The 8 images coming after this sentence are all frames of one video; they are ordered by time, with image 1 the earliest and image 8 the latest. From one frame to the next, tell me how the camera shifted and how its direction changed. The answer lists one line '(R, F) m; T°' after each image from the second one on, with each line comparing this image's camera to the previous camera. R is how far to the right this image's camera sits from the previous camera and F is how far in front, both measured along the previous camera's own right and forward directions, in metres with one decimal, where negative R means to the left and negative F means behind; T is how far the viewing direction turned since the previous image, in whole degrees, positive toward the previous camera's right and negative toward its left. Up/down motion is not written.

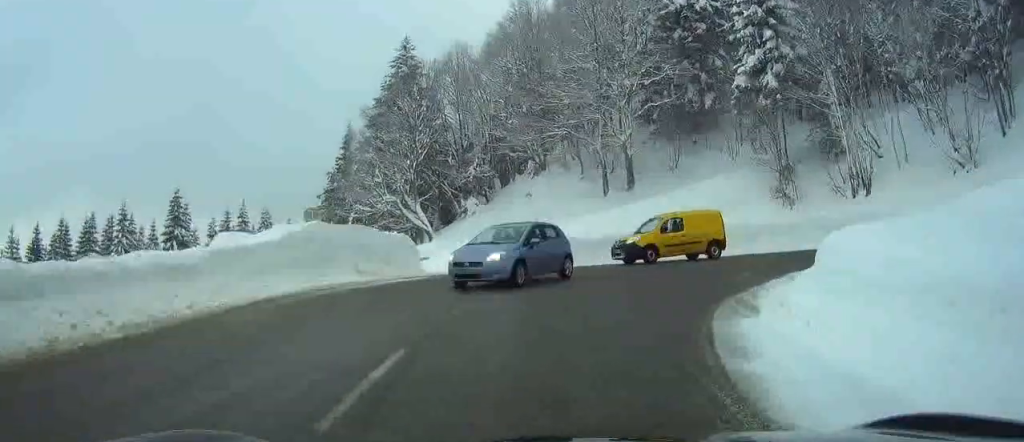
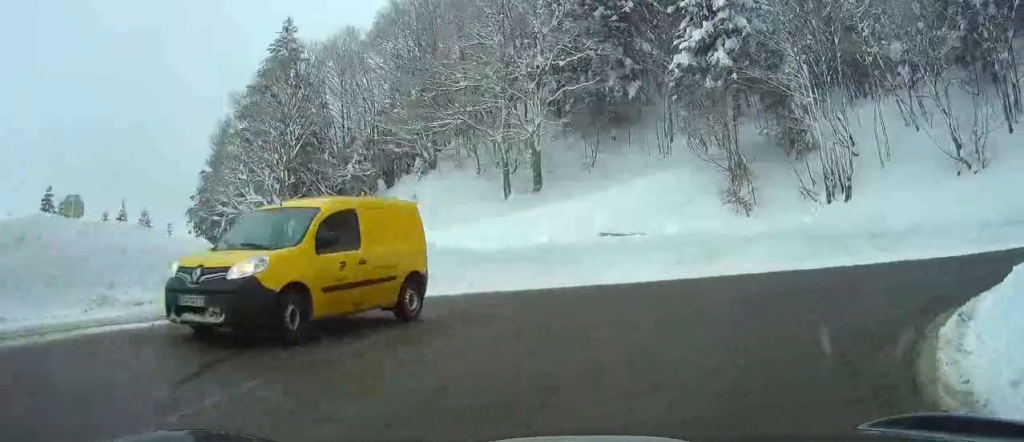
(+0.5, +10.0) m; +10°
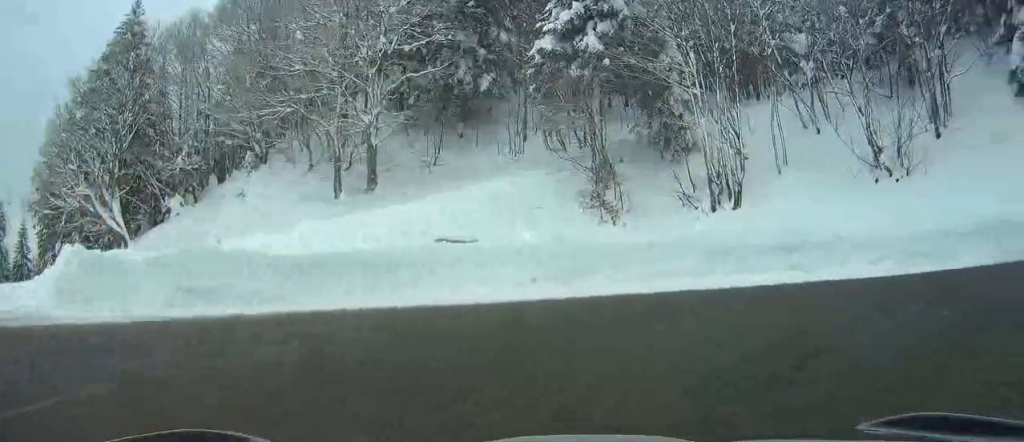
(+0.3, +5.2) m; +13°
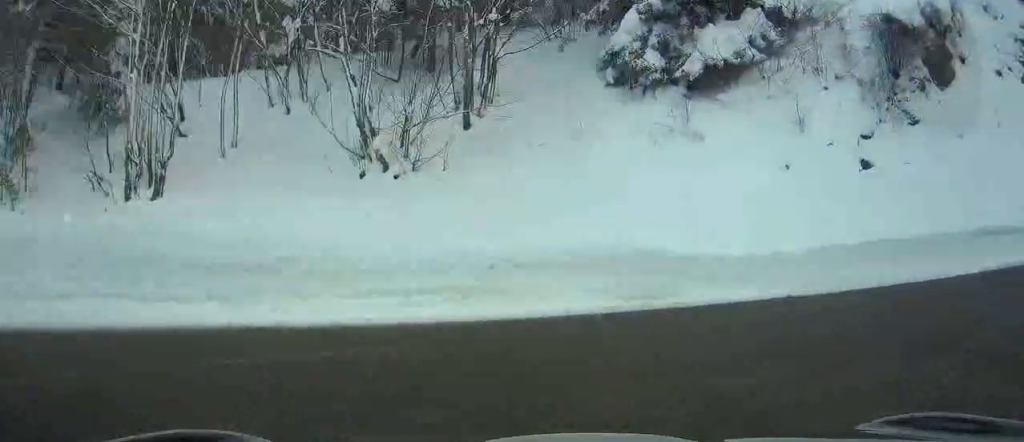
(+2.7, +7.4) m; +50°
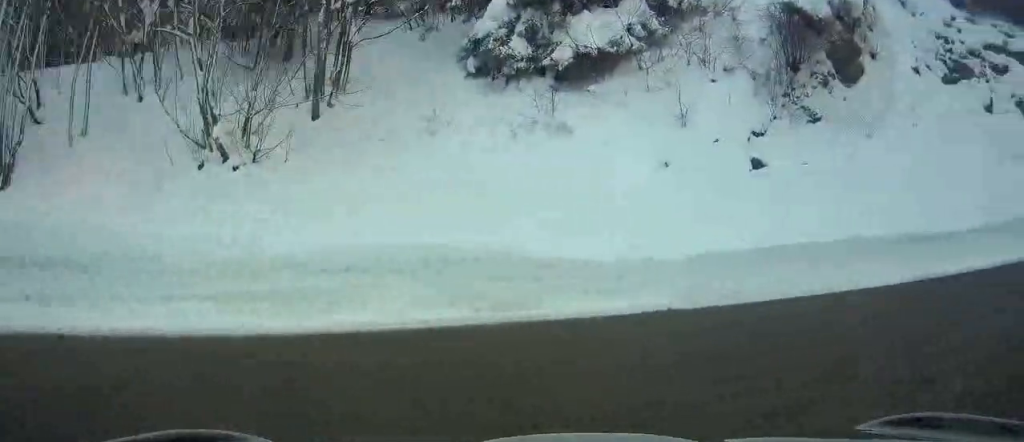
(-0.2, +2.1) m; +16°
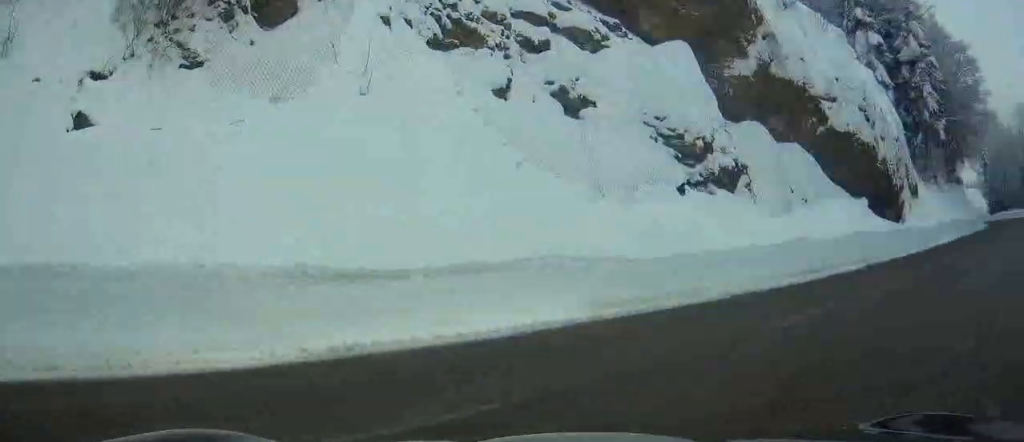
(+3.2, +6.6) m; +37°
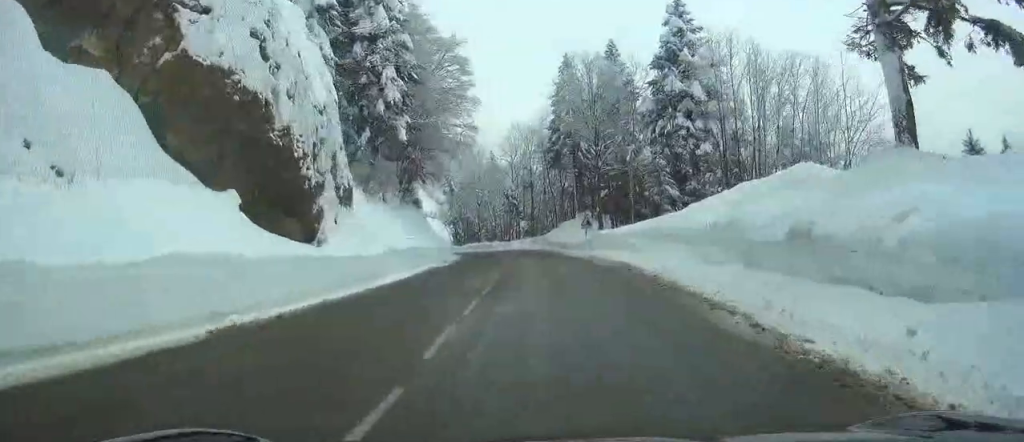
(+5.4, +10.6) m; +41°
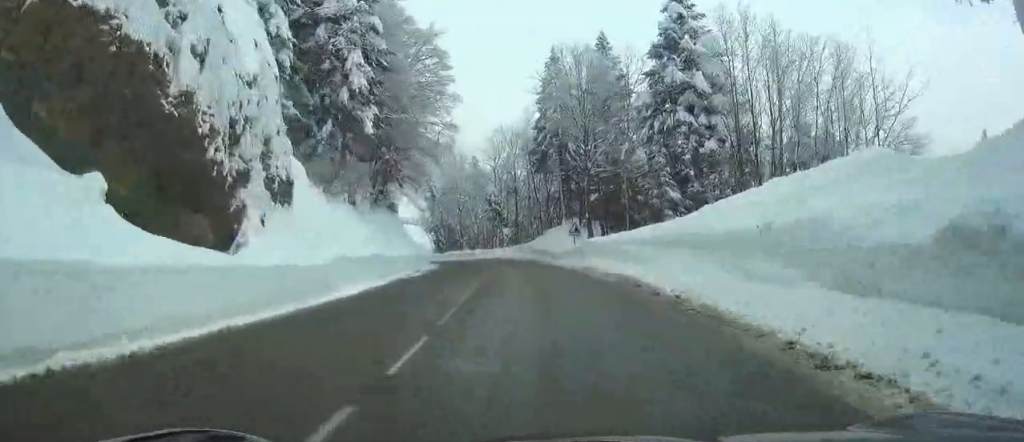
(0.0, +4.7) m; 0°
